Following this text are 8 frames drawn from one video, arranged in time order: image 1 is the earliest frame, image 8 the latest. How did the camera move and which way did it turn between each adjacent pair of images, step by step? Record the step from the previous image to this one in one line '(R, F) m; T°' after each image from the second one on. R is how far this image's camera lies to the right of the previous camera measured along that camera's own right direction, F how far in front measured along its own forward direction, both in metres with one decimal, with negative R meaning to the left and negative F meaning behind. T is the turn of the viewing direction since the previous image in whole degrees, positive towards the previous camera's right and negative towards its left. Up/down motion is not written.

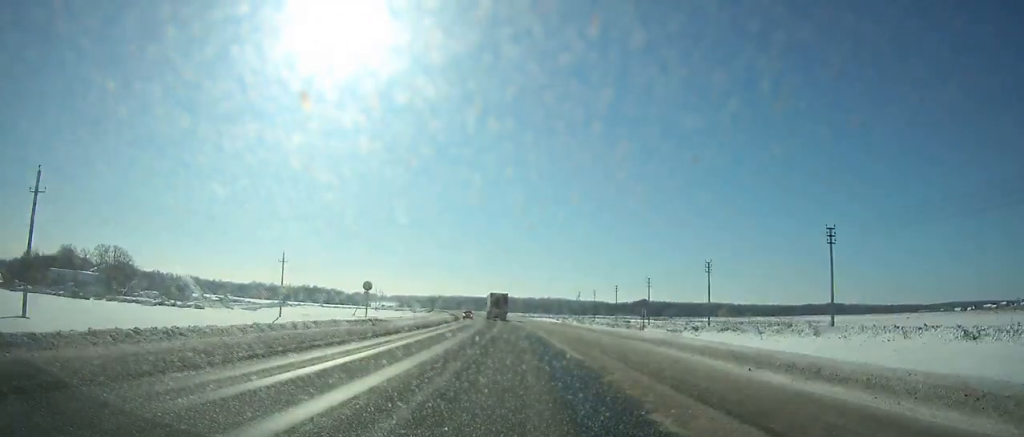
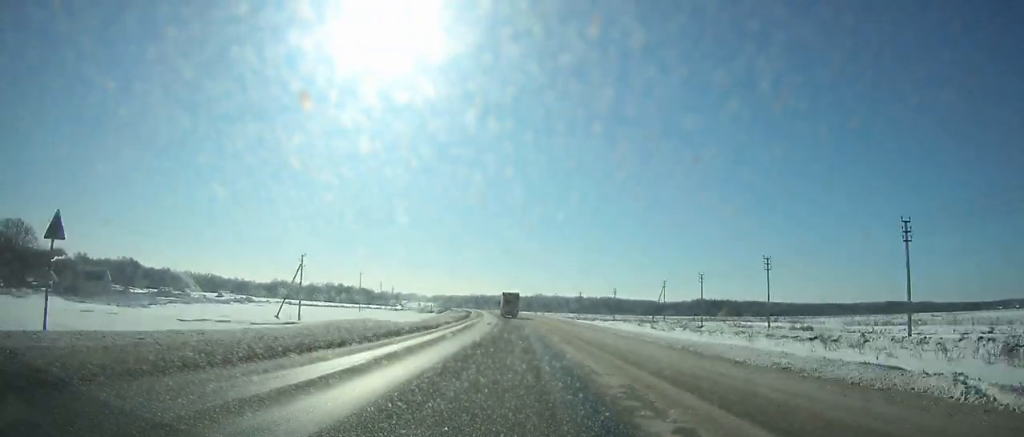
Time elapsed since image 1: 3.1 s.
(-2.5, +66.8) m; -4°
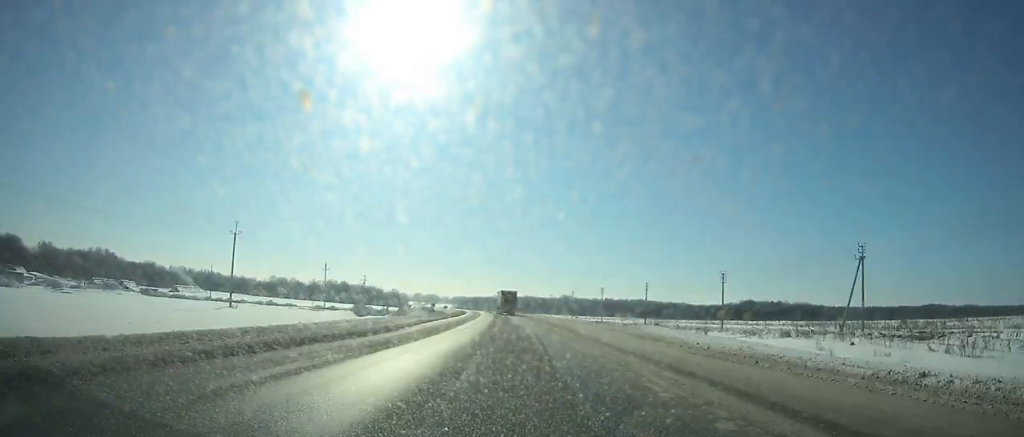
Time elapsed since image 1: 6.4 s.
(-2.1, +71.4) m; -3°
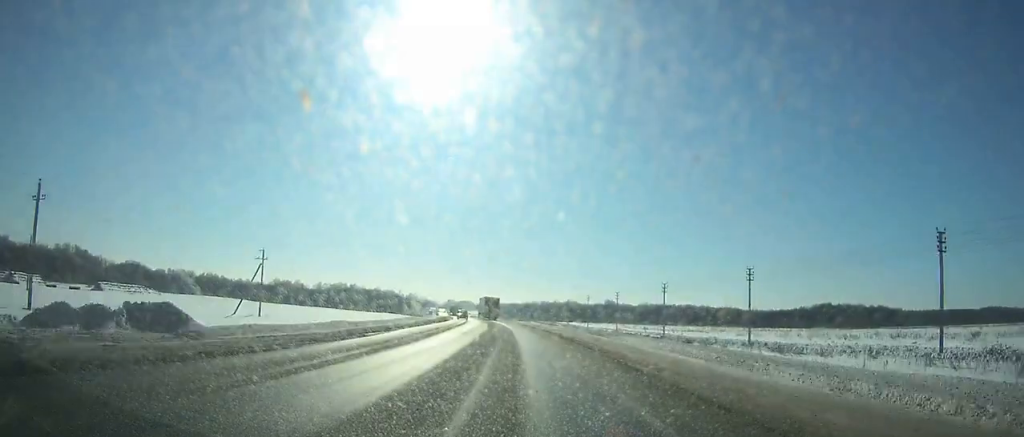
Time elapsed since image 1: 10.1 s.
(-2.0, +79.4) m; -4°
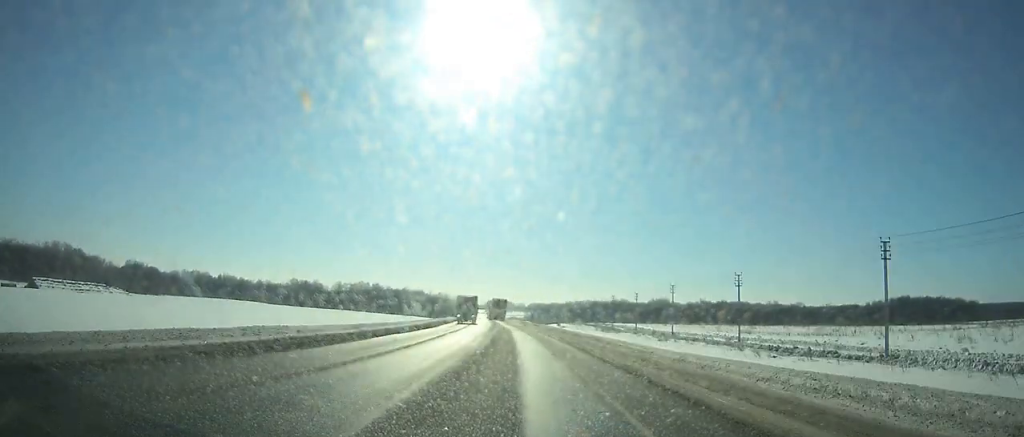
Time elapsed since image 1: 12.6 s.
(-2.0, +52.8) m; -4°
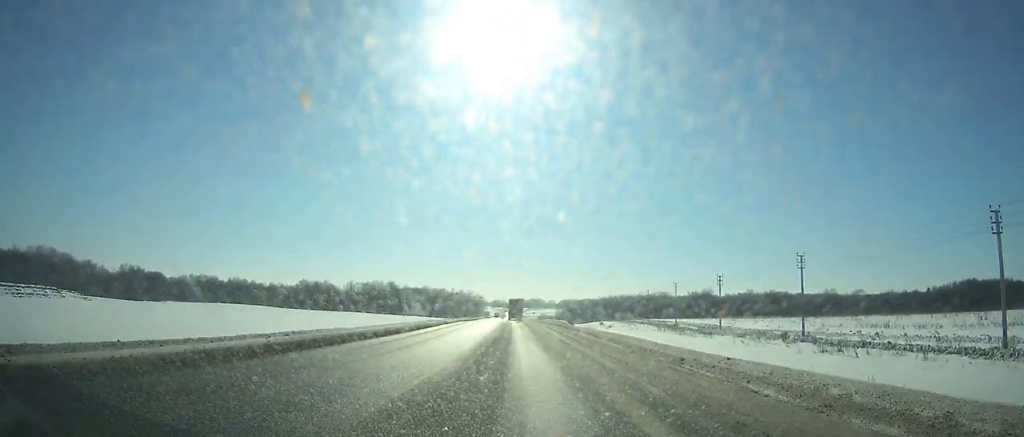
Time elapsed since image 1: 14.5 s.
(-1.2, +39.6) m; -2°
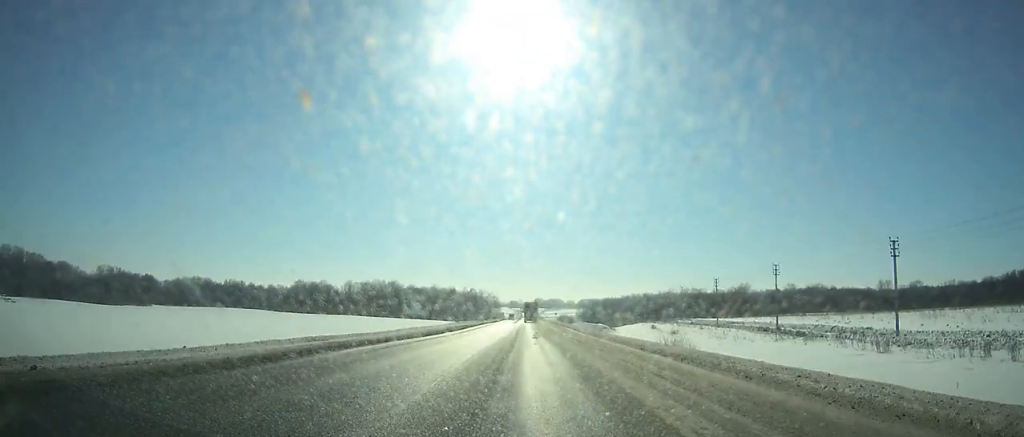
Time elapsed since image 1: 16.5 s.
(-1.1, +41.4) m; -2°
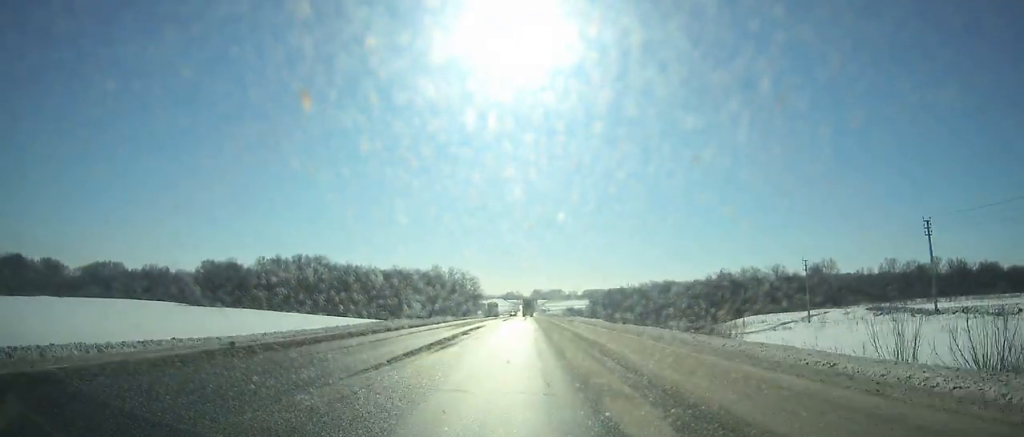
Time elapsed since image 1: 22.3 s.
(+0.1, +116.8) m; 0°
